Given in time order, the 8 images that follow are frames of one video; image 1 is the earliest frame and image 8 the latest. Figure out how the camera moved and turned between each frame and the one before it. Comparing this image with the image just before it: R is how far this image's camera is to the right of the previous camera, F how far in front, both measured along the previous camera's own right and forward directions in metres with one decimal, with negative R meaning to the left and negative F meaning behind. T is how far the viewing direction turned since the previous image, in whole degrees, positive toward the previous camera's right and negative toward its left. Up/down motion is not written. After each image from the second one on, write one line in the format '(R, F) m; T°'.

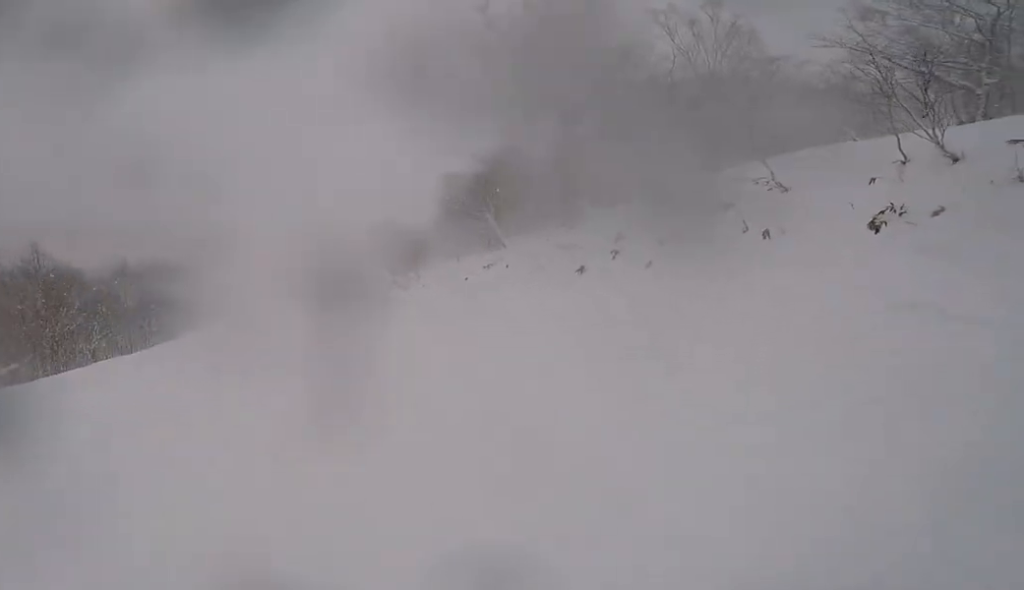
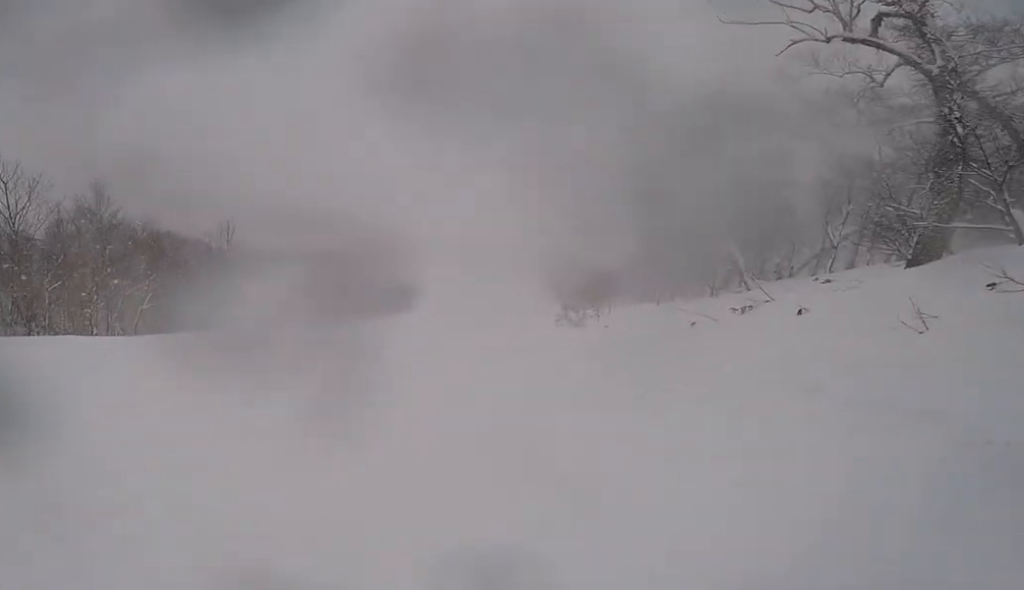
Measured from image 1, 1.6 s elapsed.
(0.0, +9.8) m; -4°
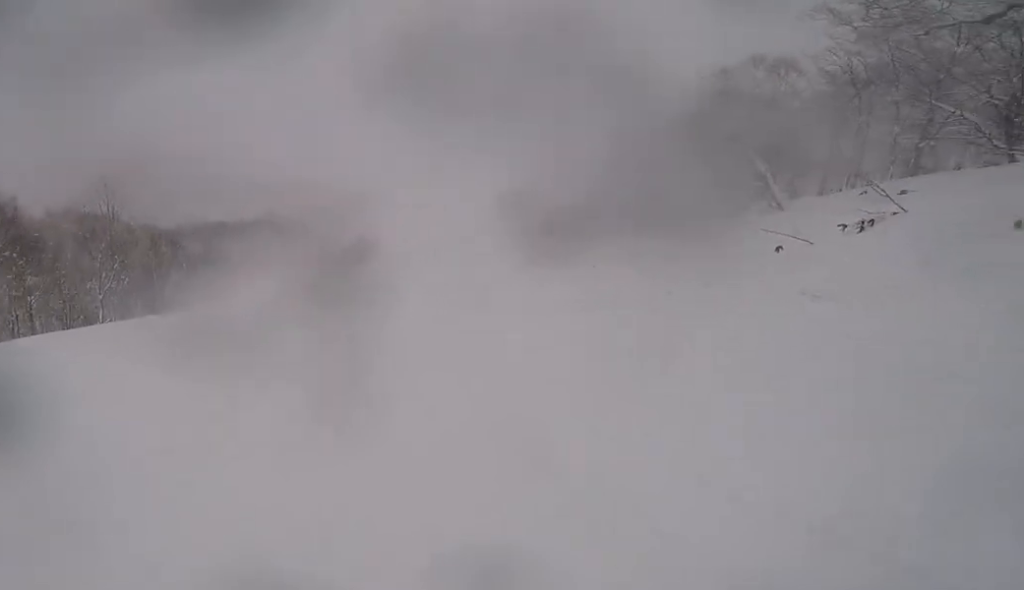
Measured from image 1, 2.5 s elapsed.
(-0.2, +6.1) m; -5°
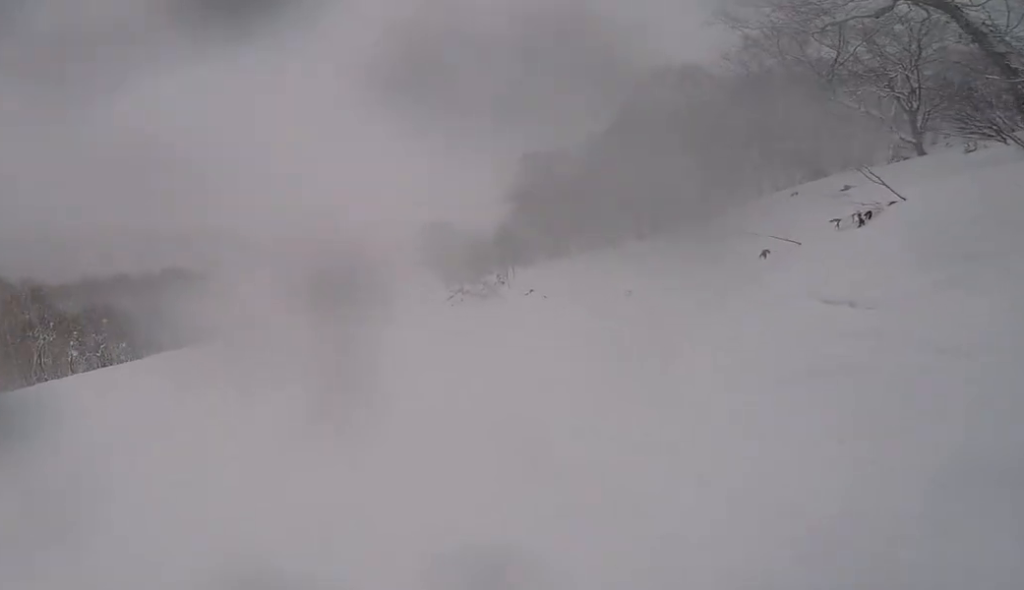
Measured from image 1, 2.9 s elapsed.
(0.0, +3.0) m; -1°
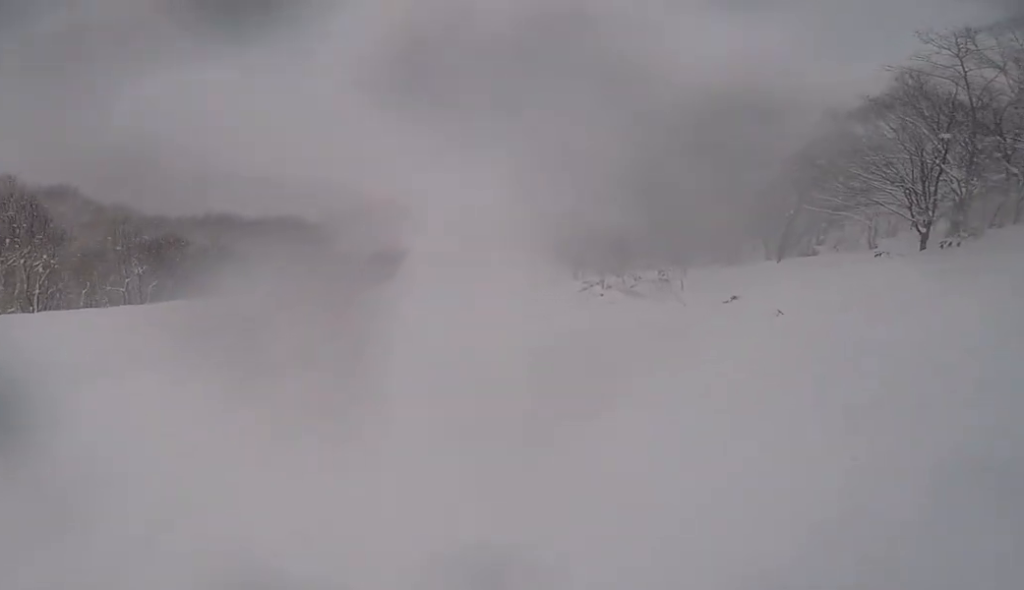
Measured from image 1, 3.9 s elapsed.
(-0.3, +7.6) m; +5°
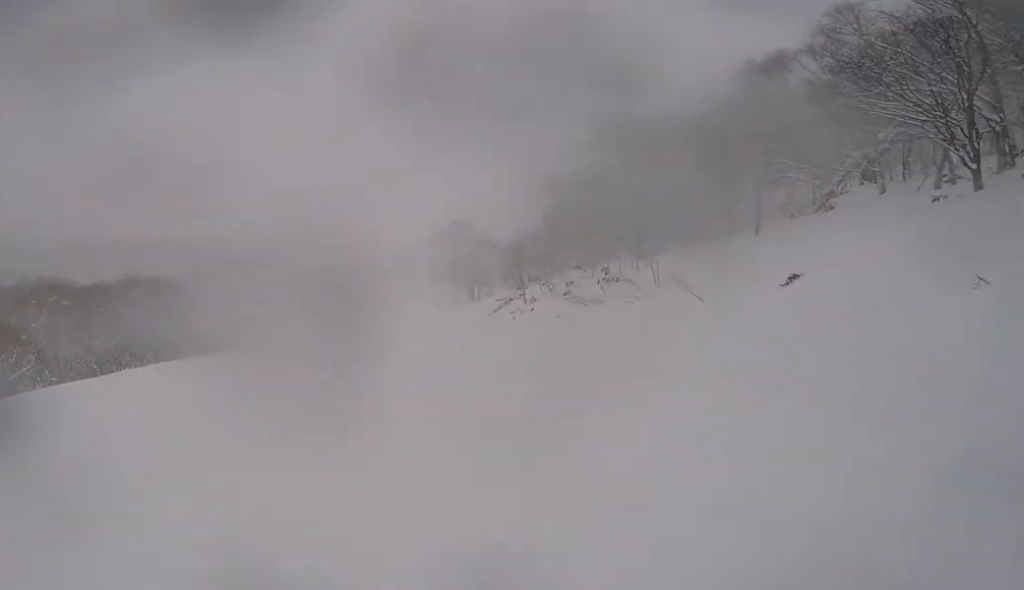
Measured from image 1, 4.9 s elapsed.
(+0.8, +8.9) m; -2°
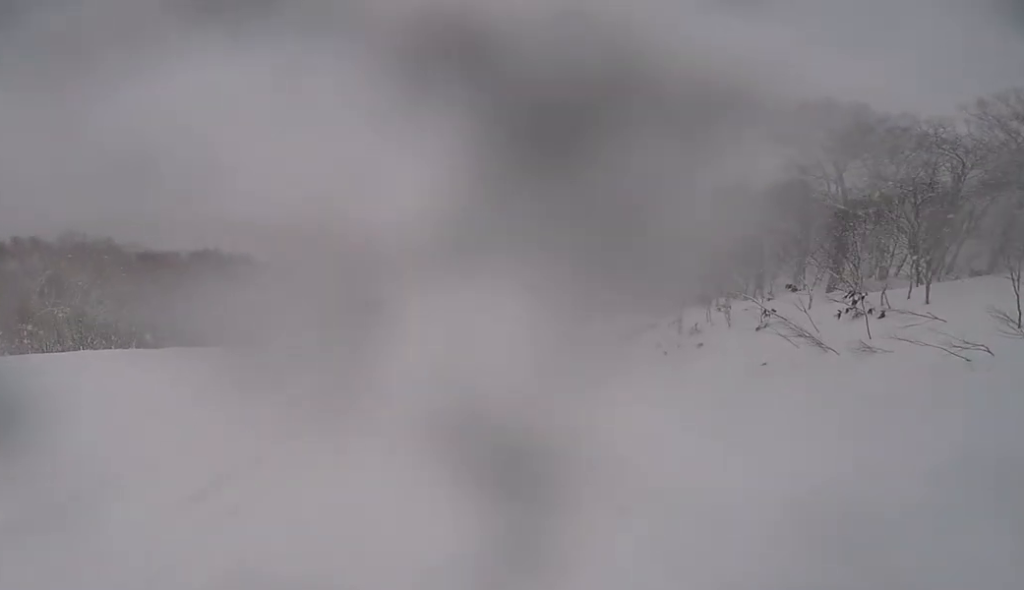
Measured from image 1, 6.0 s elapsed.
(-1.1, +9.4) m; -3°
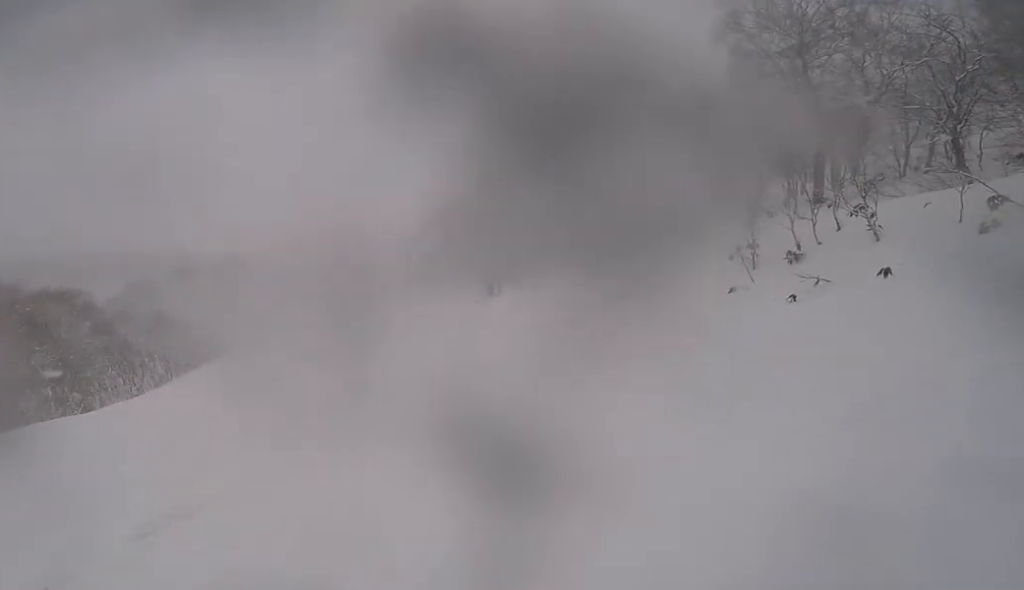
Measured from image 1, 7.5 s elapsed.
(+2.1, +13.7) m; +9°
